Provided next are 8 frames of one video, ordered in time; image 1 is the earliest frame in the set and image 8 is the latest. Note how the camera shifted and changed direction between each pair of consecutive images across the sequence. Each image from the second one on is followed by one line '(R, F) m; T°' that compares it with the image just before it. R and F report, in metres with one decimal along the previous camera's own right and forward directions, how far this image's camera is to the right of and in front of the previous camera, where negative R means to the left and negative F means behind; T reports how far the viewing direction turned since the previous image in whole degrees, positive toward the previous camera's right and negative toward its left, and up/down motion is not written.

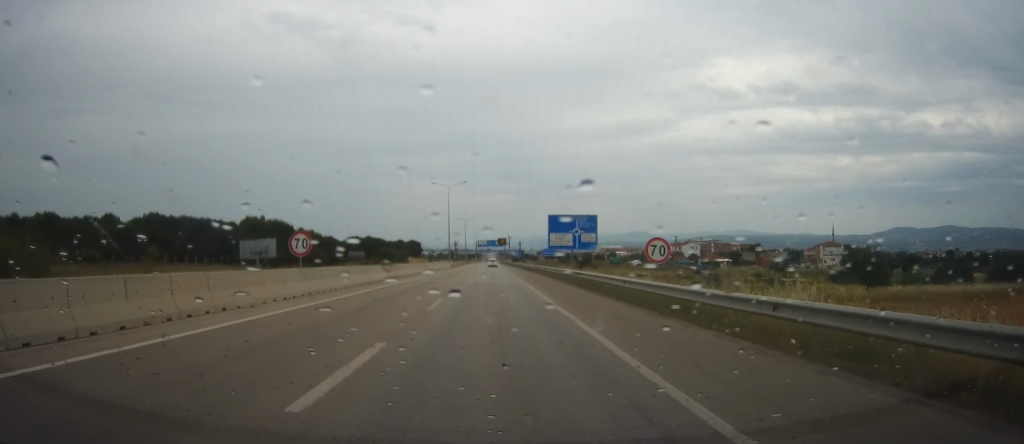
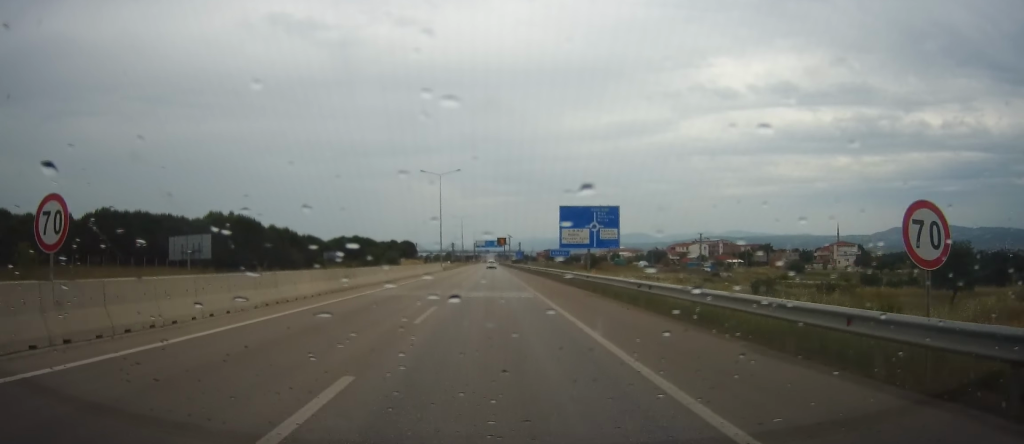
(-0.2, +15.7) m; 0°
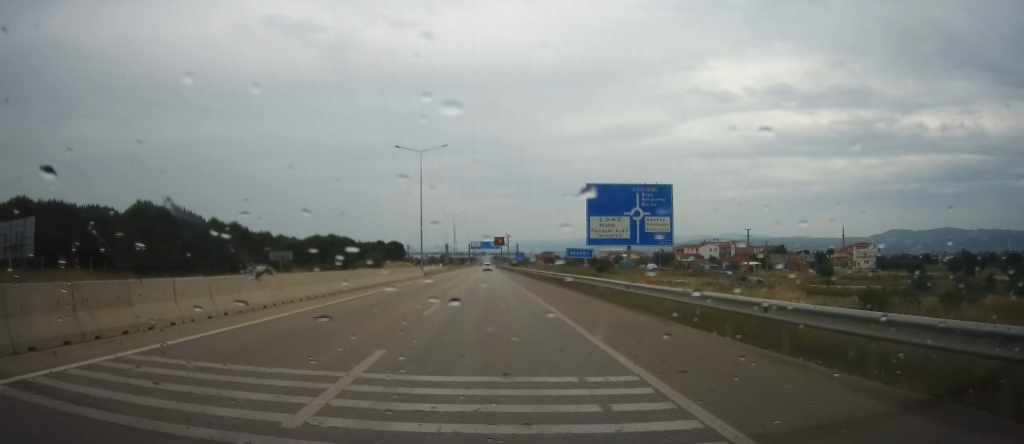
(+0.1, +23.5) m; +1°
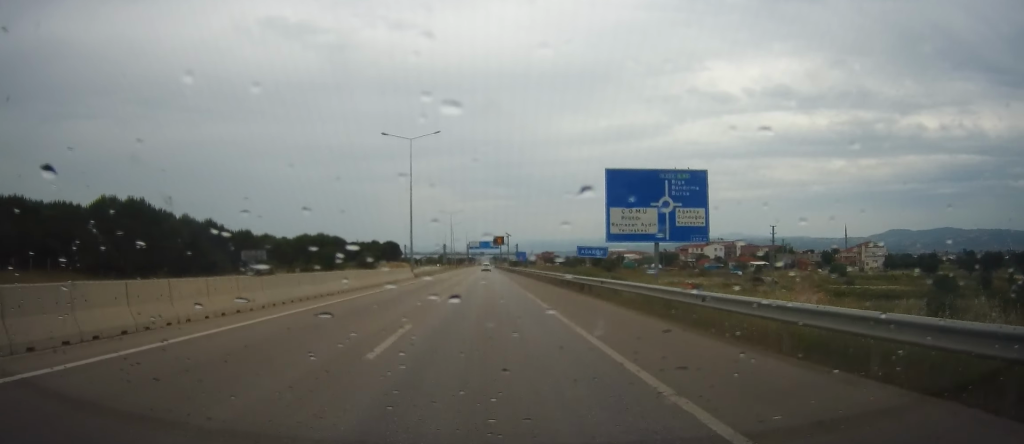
(+0.1, +9.3) m; +1°
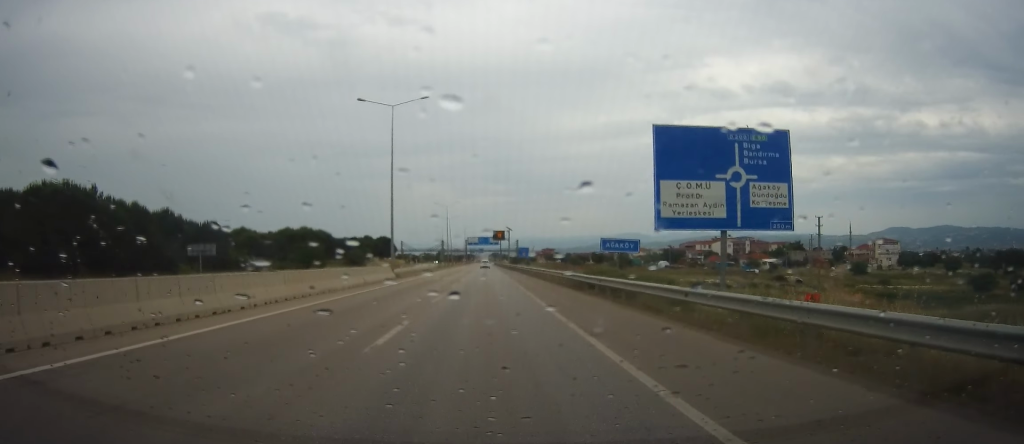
(+0.1, +13.0) m; +1°
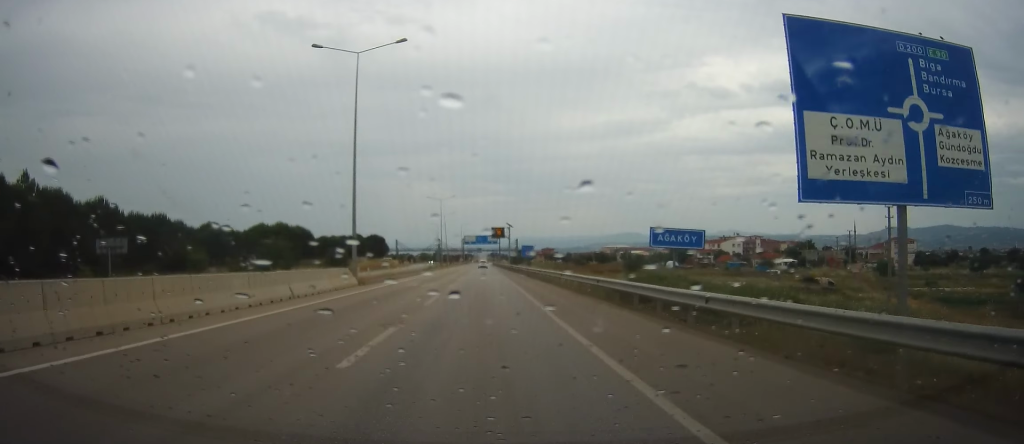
(0.0, +14.2) m; -1°
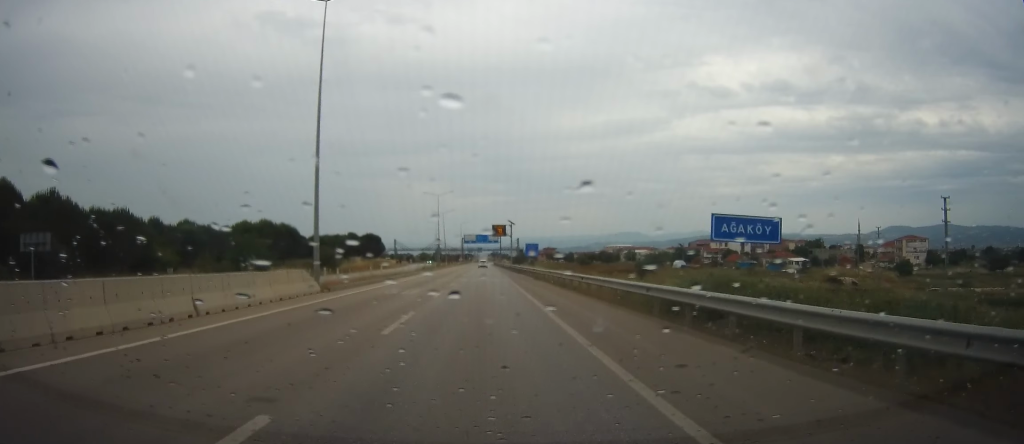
(-0.1, +8.3) m; 0°
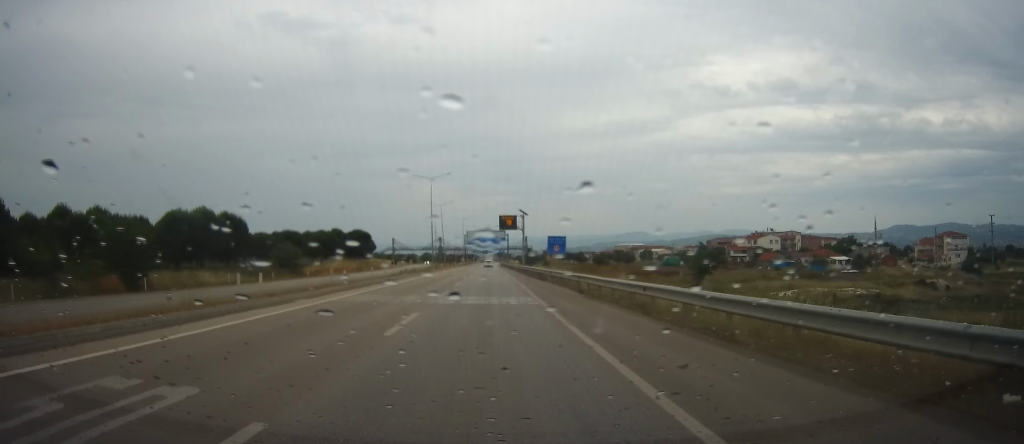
(-0.3, +25.0) m; -2°
